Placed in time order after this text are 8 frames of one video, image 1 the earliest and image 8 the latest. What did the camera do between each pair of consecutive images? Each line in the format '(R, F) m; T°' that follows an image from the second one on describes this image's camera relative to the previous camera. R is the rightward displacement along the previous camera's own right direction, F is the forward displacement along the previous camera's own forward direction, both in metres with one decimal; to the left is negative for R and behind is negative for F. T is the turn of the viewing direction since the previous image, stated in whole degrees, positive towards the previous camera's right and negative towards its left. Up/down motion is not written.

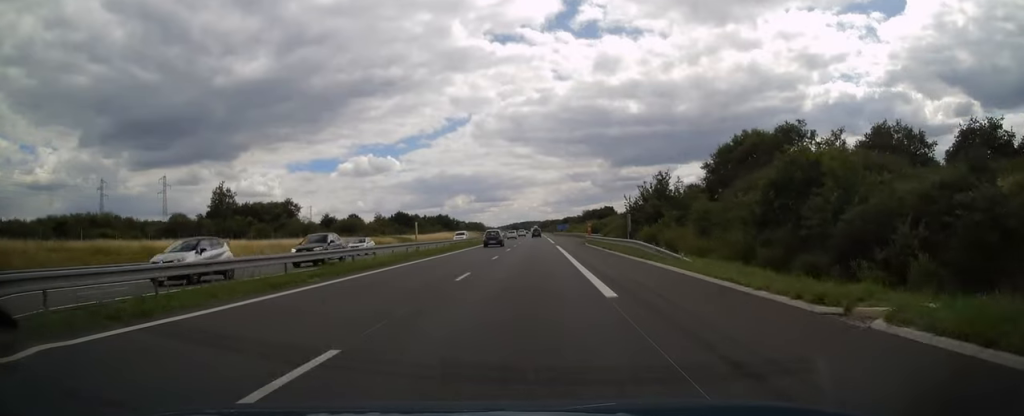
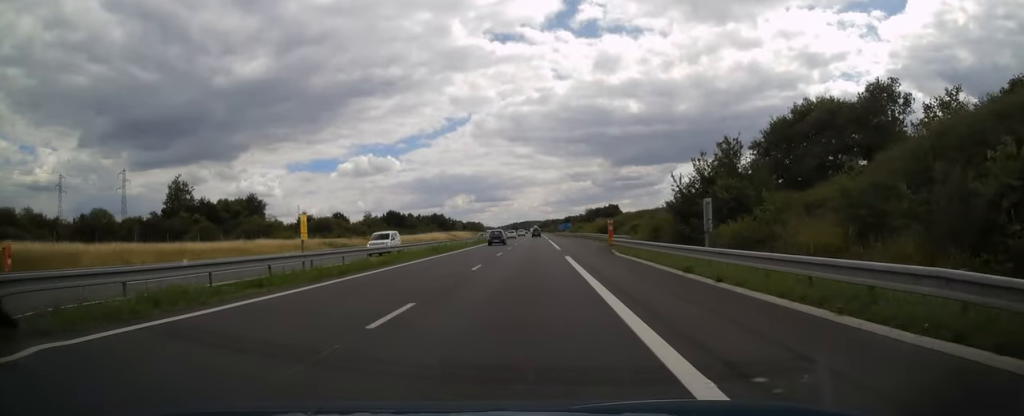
(0.0, +21.2) m; 0°
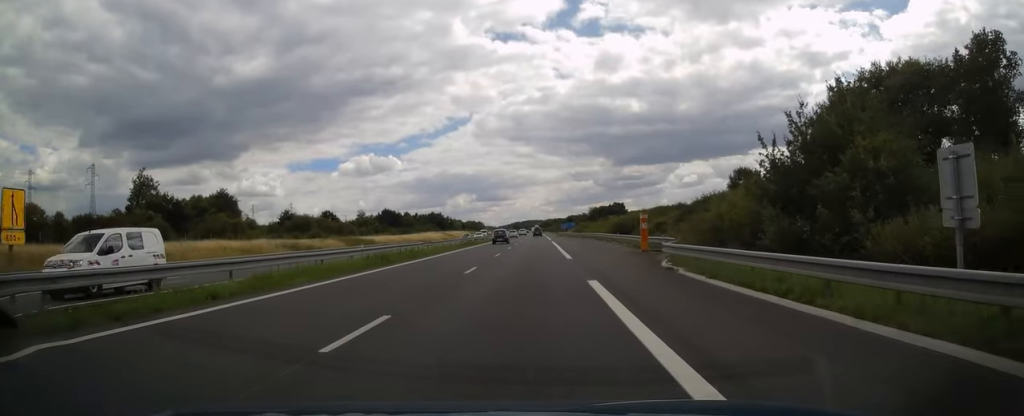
(0.0, +14.7) m; 0°
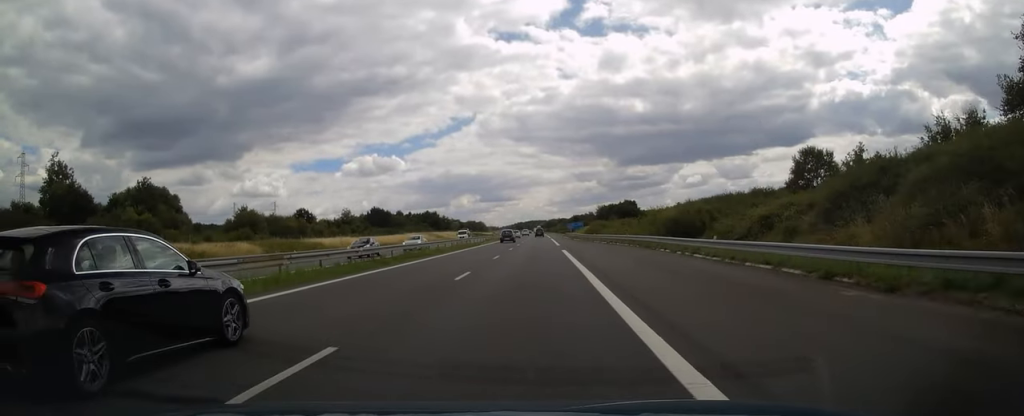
(0.0, +28.5) m; 0°
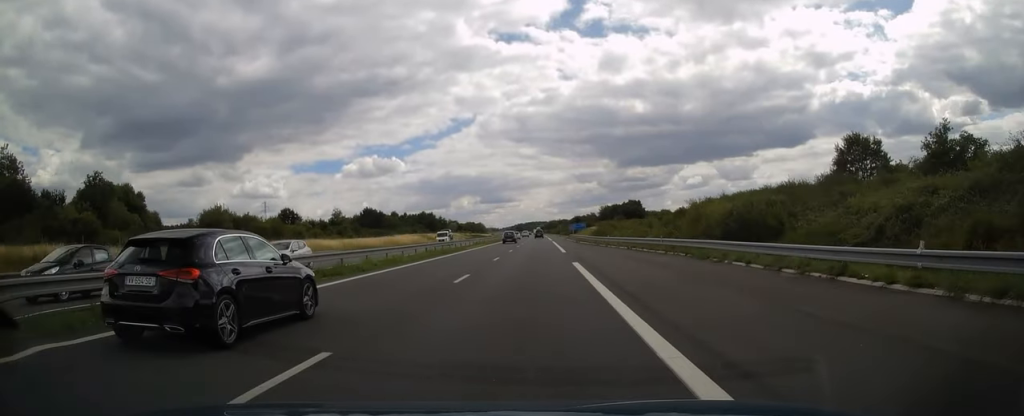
(0.0, +13.3) m; 0°
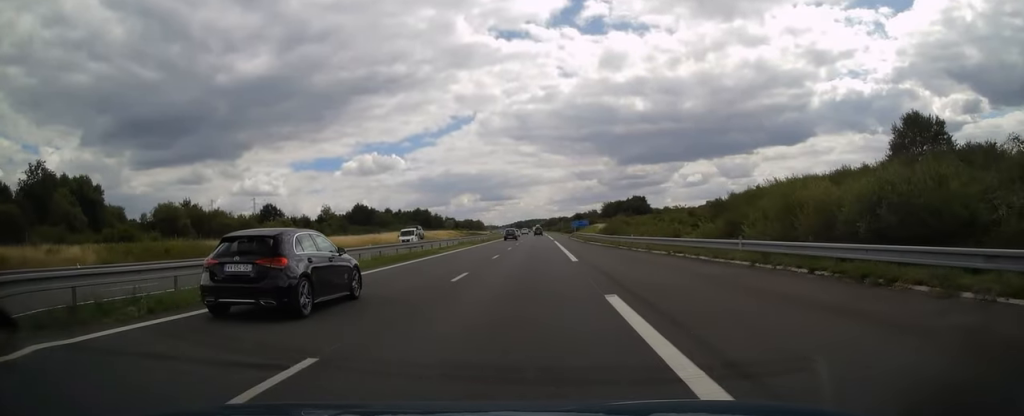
(0.0, +13.3) m; 0°
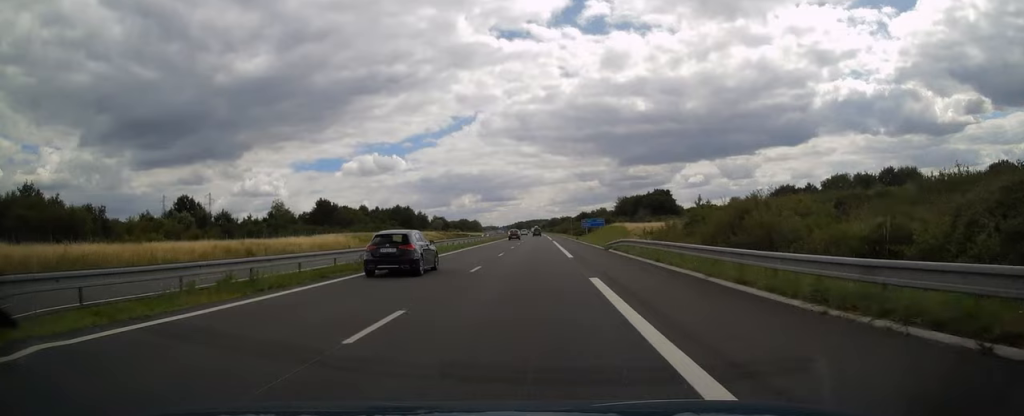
(-0.2, +47.8) m; 0°
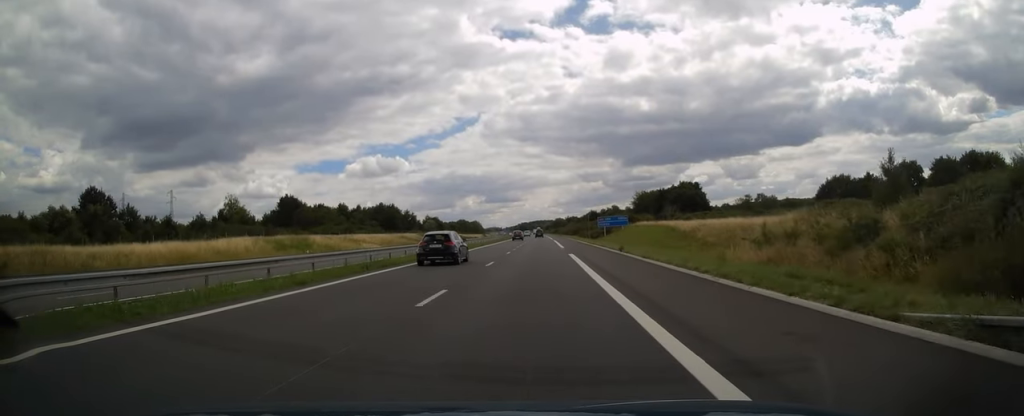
(0.0, +35.0) m; 0°
